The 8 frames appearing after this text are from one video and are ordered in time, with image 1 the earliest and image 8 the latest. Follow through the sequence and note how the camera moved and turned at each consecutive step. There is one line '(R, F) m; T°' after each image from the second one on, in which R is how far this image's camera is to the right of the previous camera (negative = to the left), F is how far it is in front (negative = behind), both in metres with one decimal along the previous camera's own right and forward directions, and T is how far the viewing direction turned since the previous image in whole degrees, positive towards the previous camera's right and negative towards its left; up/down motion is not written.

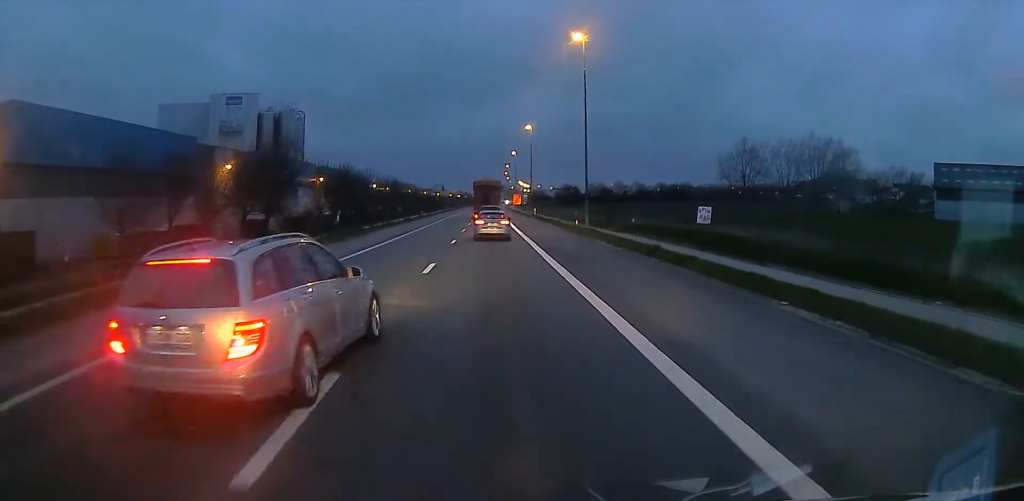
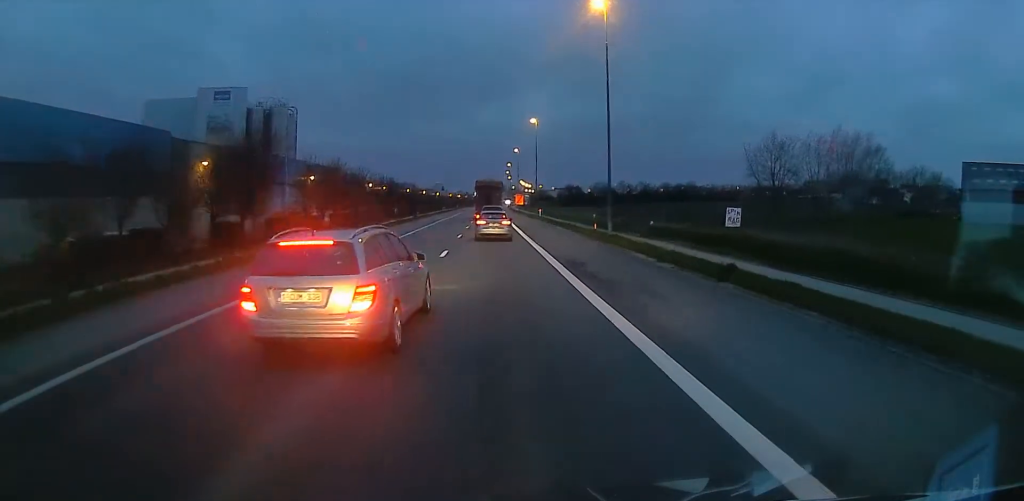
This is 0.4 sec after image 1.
(0.0, +7.0) m; 0°
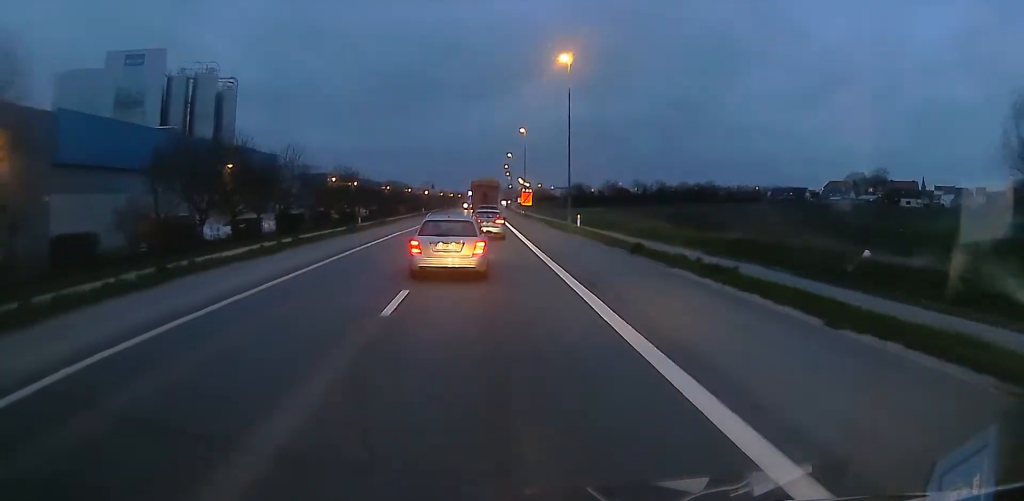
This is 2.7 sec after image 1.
(0.0, +35.9) m; 0°
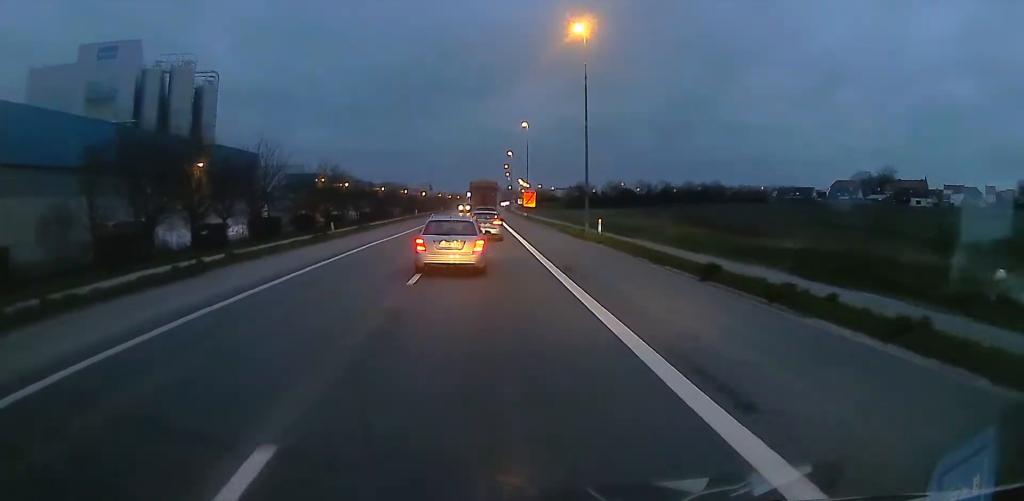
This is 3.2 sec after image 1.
(0.0, +8.5) m; +1°
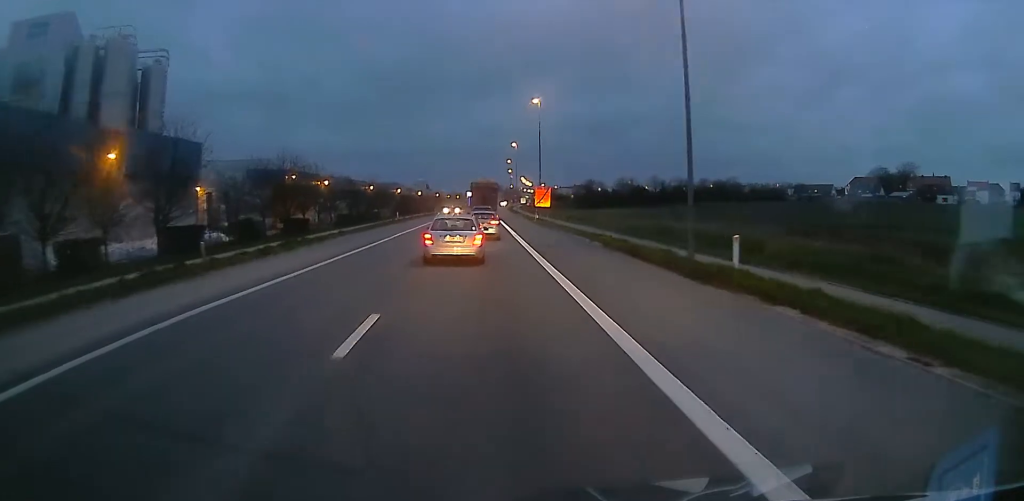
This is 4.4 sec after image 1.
(+0.3, +19.6) m; +1°
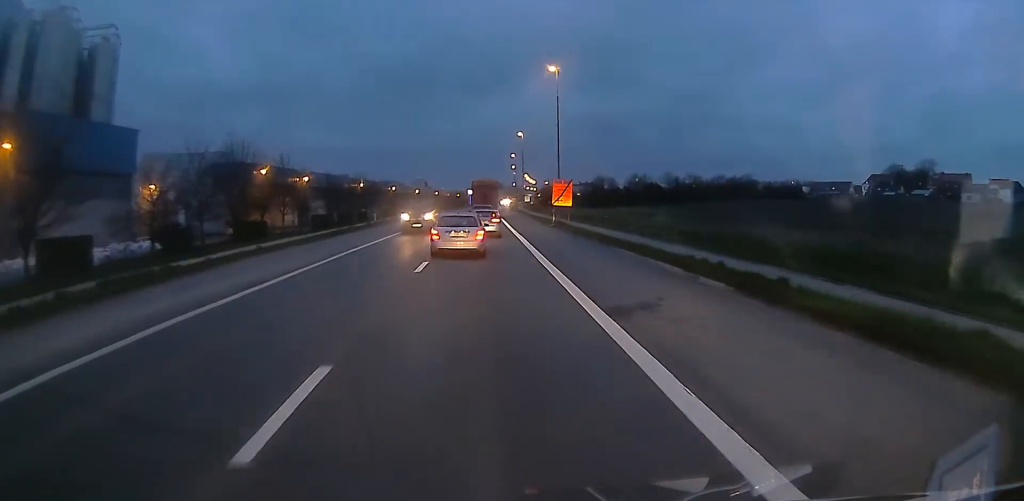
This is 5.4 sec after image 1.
(+0.1, +15.9) m; 0°
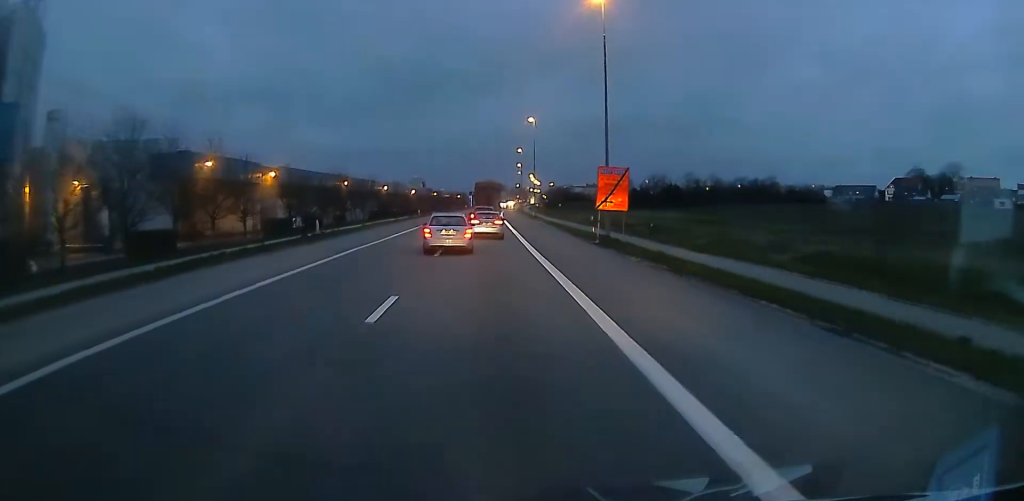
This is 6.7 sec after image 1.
(0.0, +19.6) m; 0°
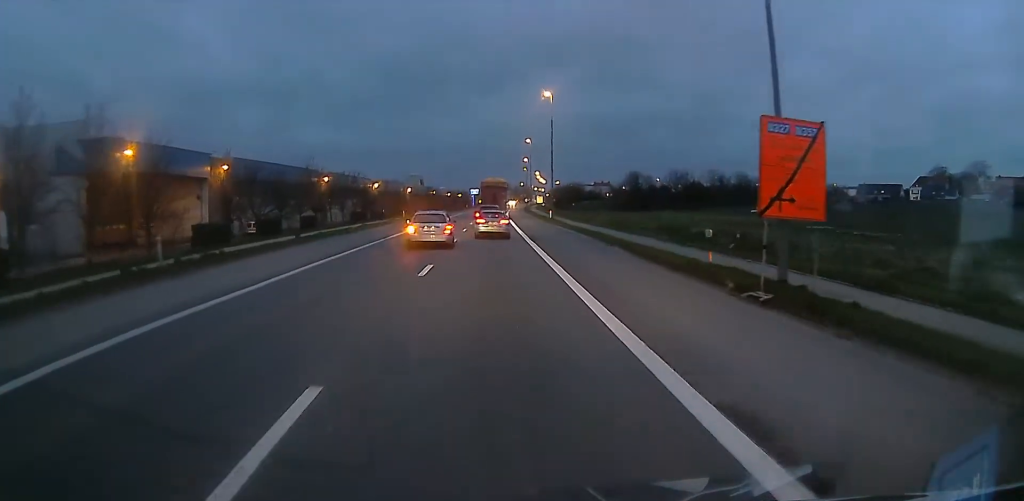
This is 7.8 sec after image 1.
(-0.2, +18.6) m; -3°
